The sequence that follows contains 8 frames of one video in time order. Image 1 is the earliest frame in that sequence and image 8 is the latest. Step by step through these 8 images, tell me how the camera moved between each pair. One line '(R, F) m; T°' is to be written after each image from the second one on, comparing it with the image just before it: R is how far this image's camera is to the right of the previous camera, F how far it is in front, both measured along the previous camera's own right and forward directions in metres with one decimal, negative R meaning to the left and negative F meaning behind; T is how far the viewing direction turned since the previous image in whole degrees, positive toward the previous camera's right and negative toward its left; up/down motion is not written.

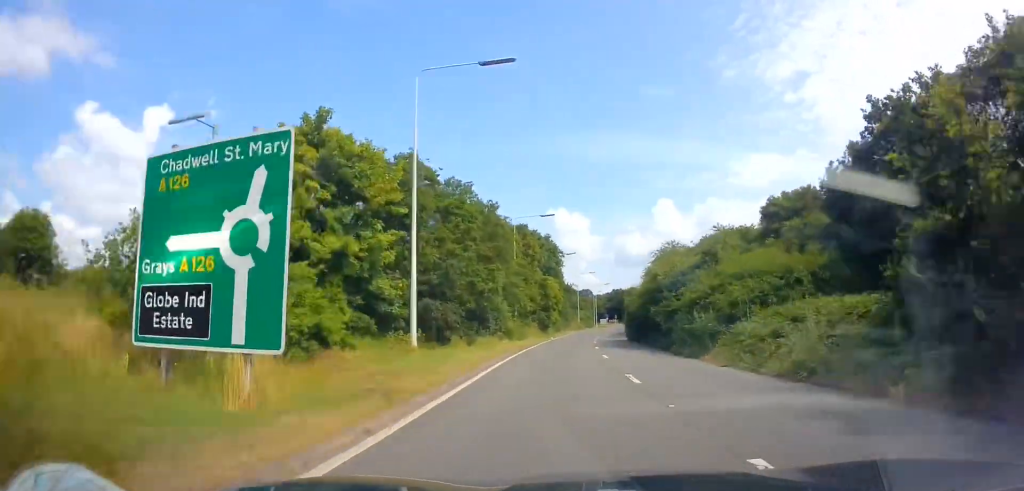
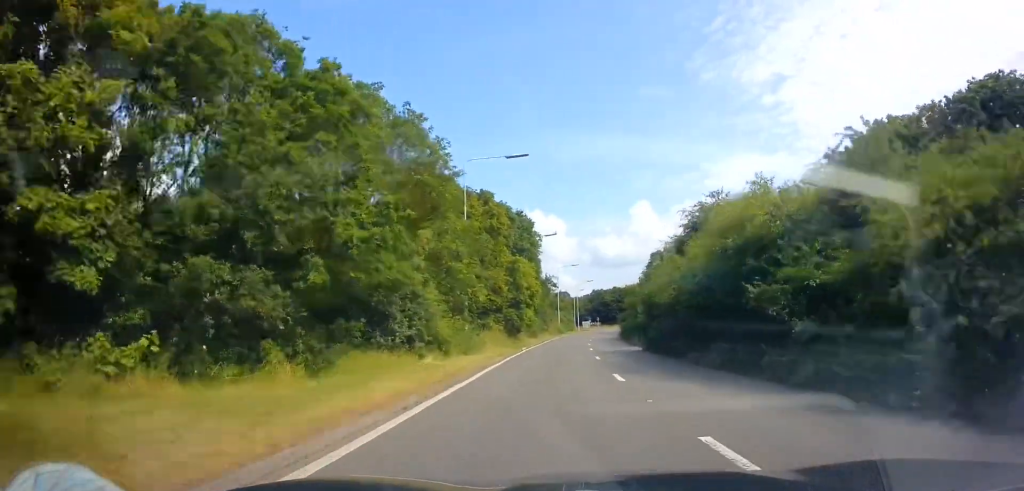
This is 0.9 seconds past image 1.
(+0.1, +17.5) m; +2°
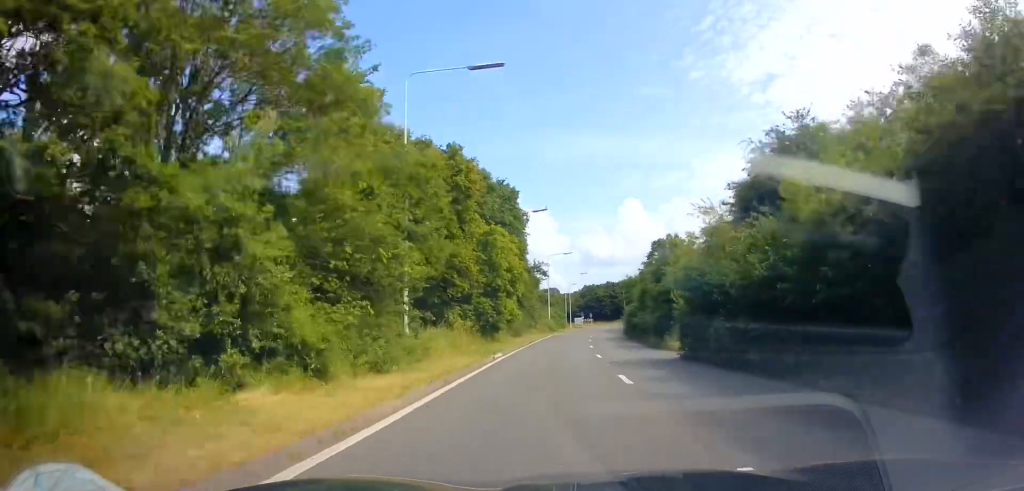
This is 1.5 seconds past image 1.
(+0.3, +10.5) m; +1°
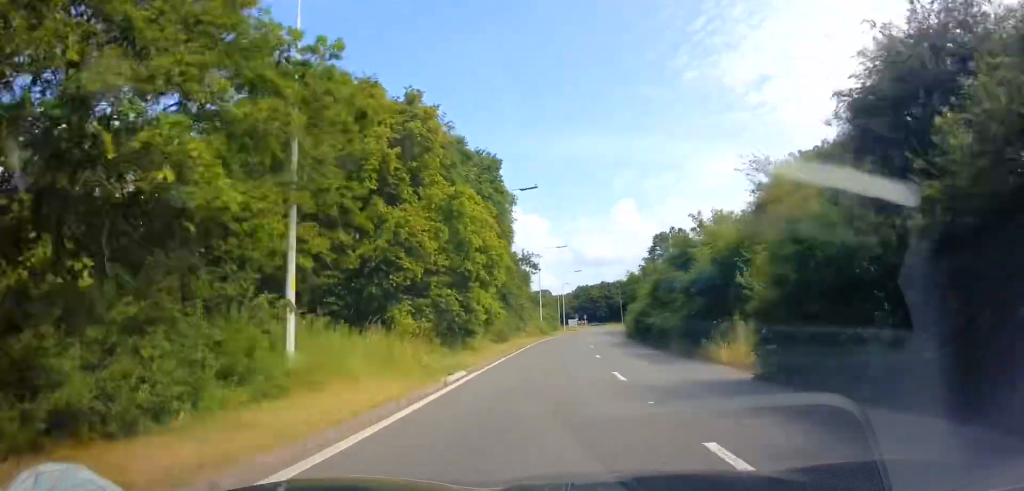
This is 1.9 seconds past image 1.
(+0.2, +7.4) m; +1°
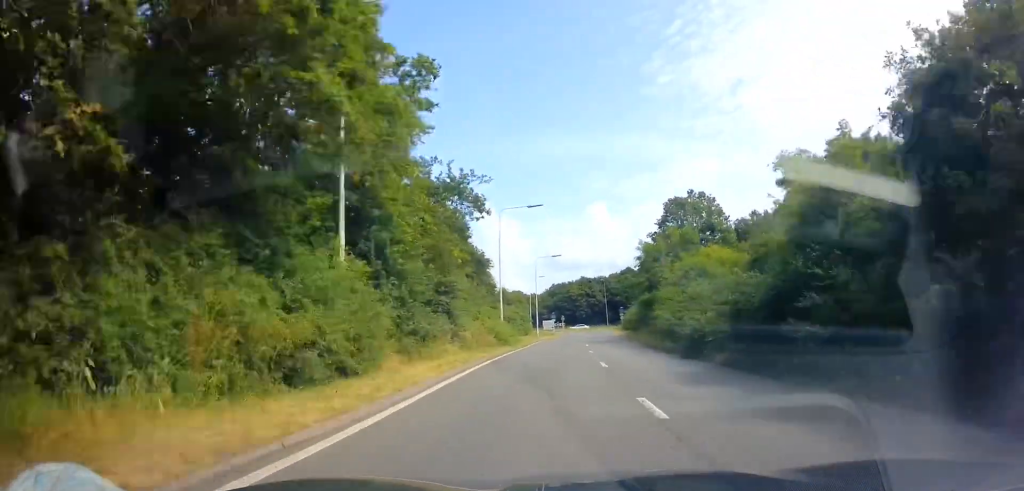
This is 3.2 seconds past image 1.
(+0.3, +23.8) m; +2°
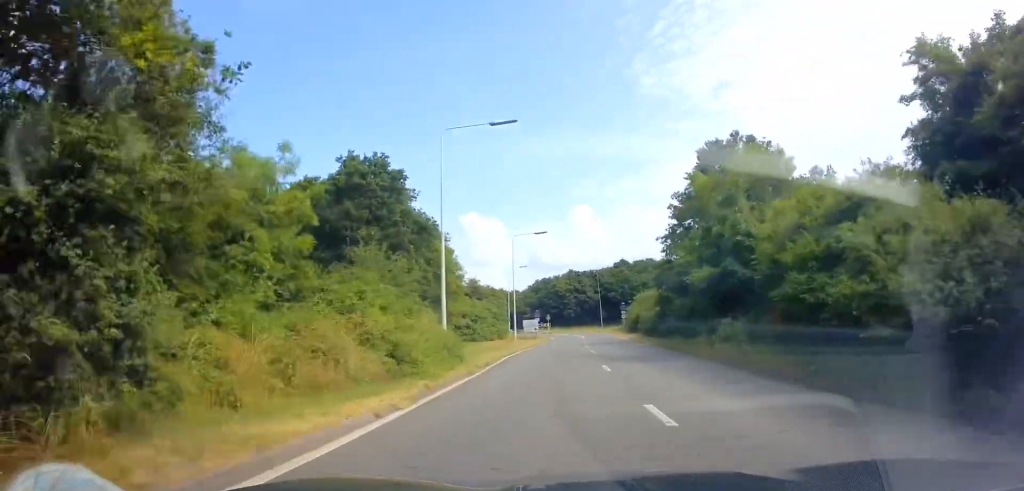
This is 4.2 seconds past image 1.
(+0.4, +18.4) m; +2°
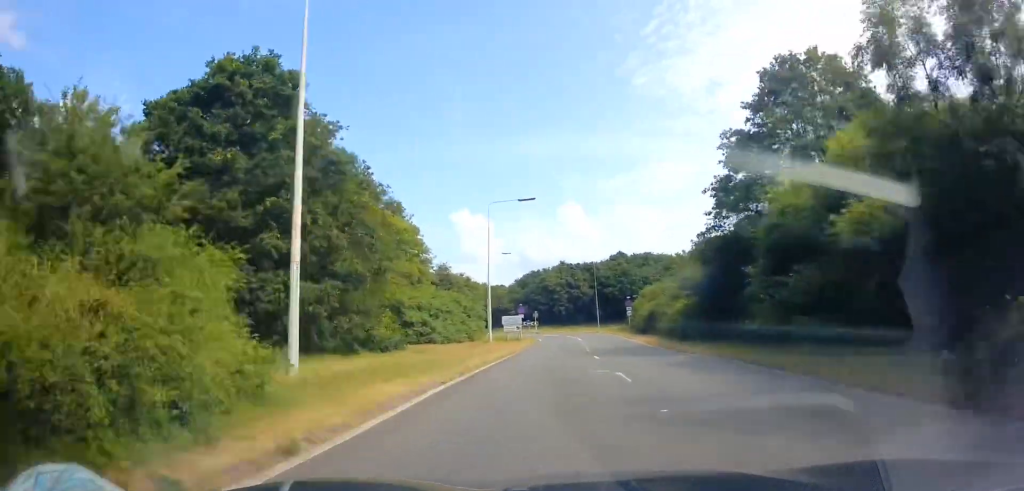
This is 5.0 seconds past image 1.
(-0.1, +13.9) m; +2°
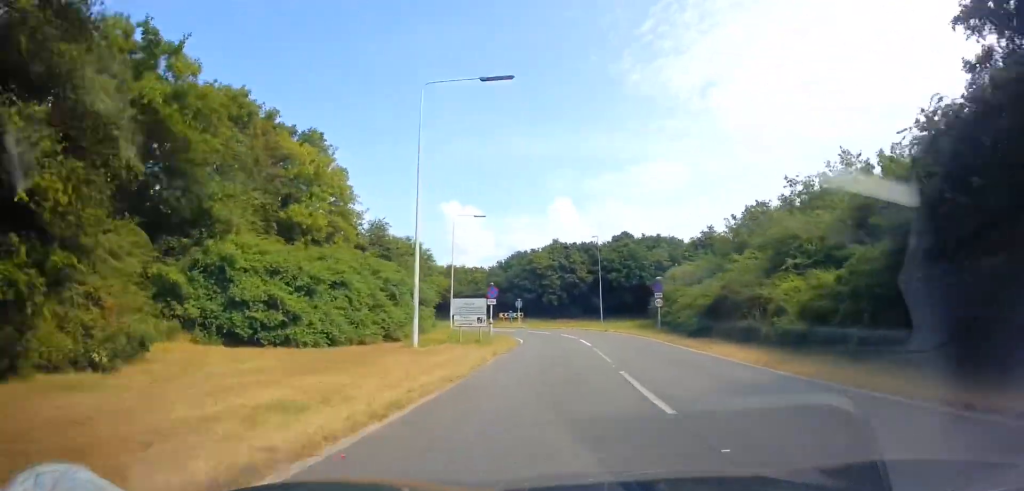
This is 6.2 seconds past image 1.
(+0.8, +19.8) m; +1°
